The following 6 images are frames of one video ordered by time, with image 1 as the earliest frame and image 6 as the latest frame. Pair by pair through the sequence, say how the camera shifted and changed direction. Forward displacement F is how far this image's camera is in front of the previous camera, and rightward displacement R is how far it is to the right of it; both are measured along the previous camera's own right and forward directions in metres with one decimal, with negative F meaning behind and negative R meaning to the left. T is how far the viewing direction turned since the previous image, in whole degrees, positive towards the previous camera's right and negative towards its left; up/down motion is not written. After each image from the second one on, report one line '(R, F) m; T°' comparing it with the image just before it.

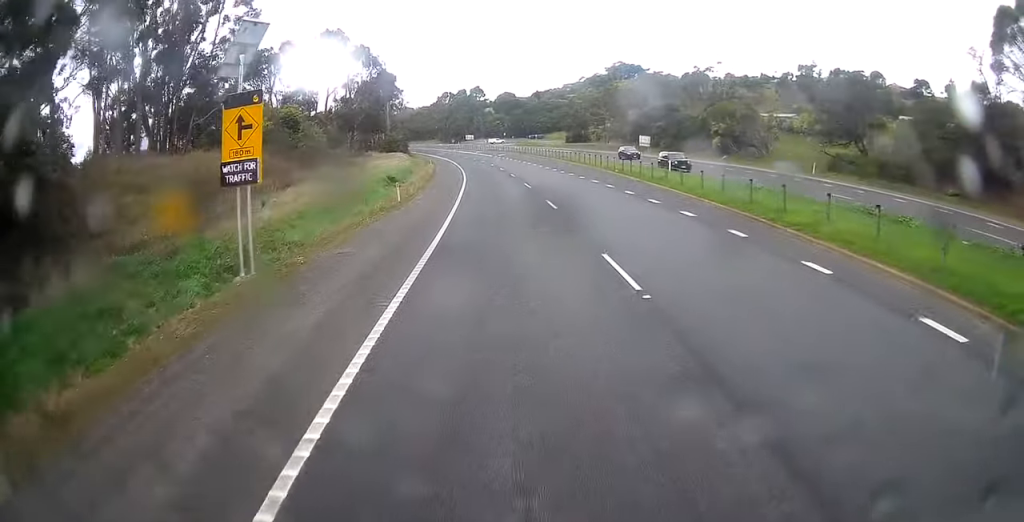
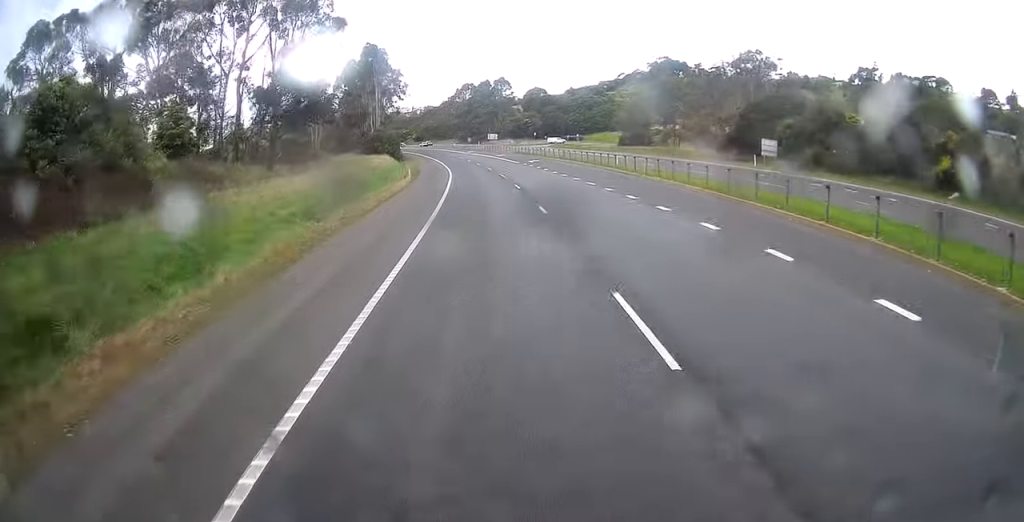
(-1.2, +39.0) m; -3°
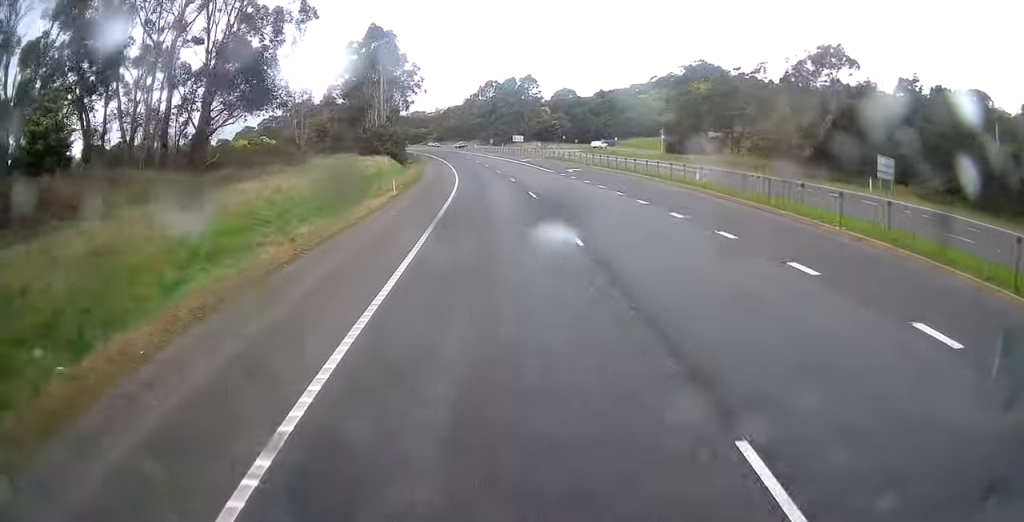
(-0.1, +16.2) m; -2°
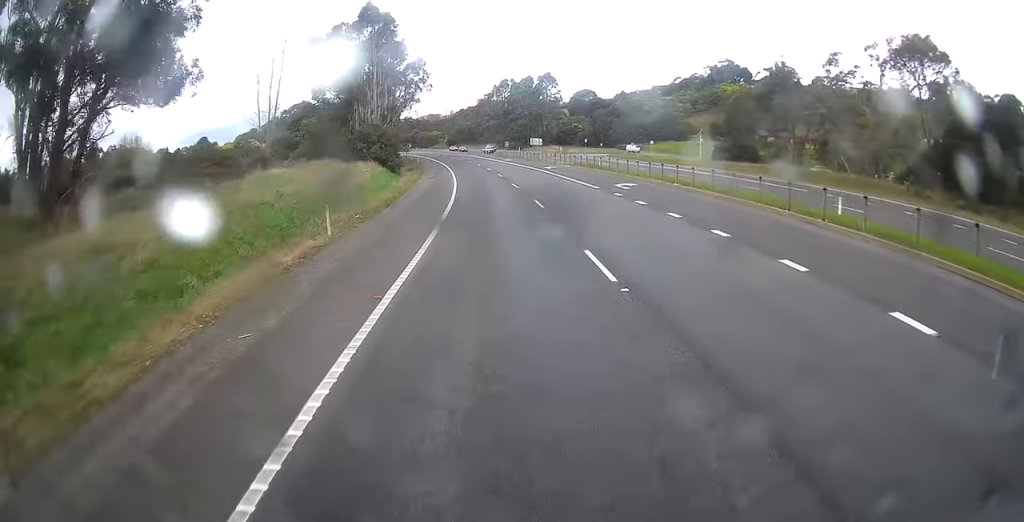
(-0.1, +15.1) m; -3°
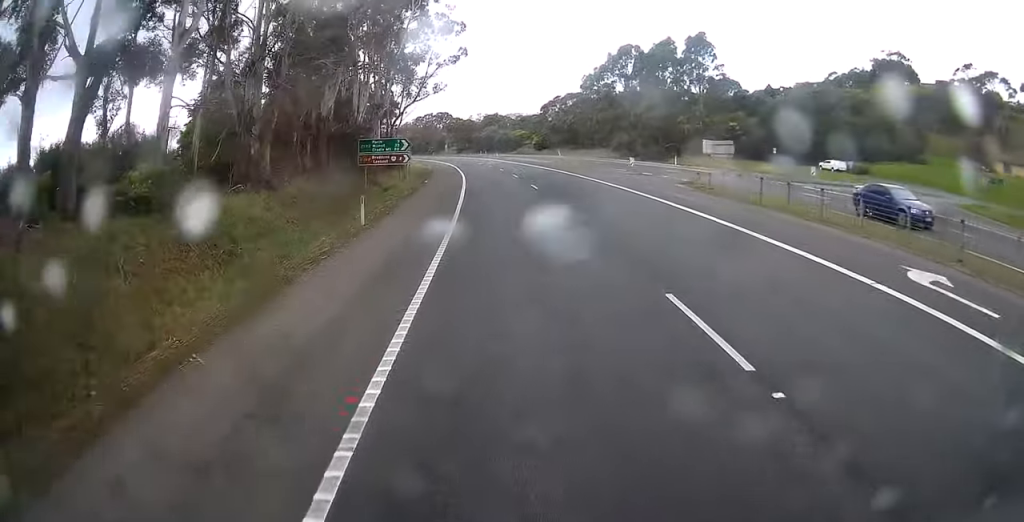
(-4.6, +75.6) m; -6°
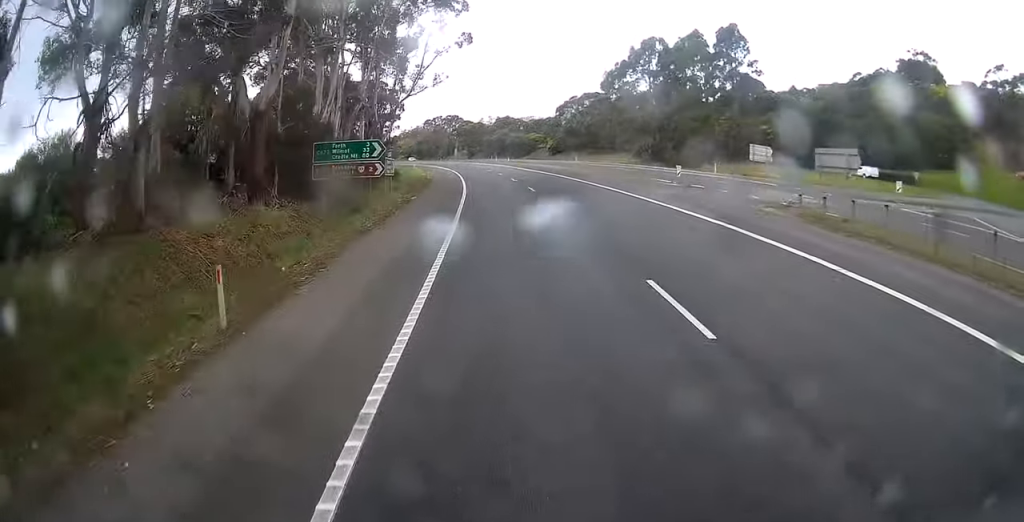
(-0.2, +11.0) m; -1°
